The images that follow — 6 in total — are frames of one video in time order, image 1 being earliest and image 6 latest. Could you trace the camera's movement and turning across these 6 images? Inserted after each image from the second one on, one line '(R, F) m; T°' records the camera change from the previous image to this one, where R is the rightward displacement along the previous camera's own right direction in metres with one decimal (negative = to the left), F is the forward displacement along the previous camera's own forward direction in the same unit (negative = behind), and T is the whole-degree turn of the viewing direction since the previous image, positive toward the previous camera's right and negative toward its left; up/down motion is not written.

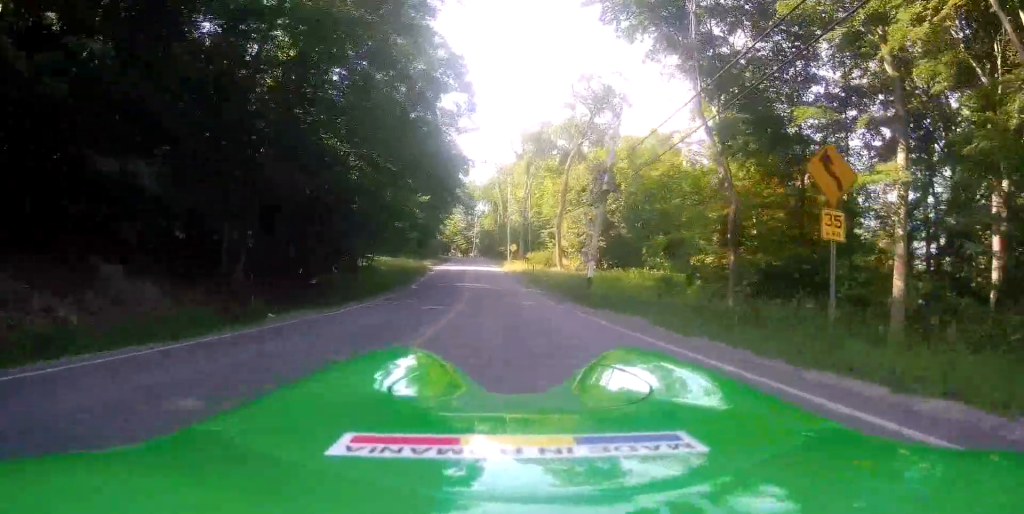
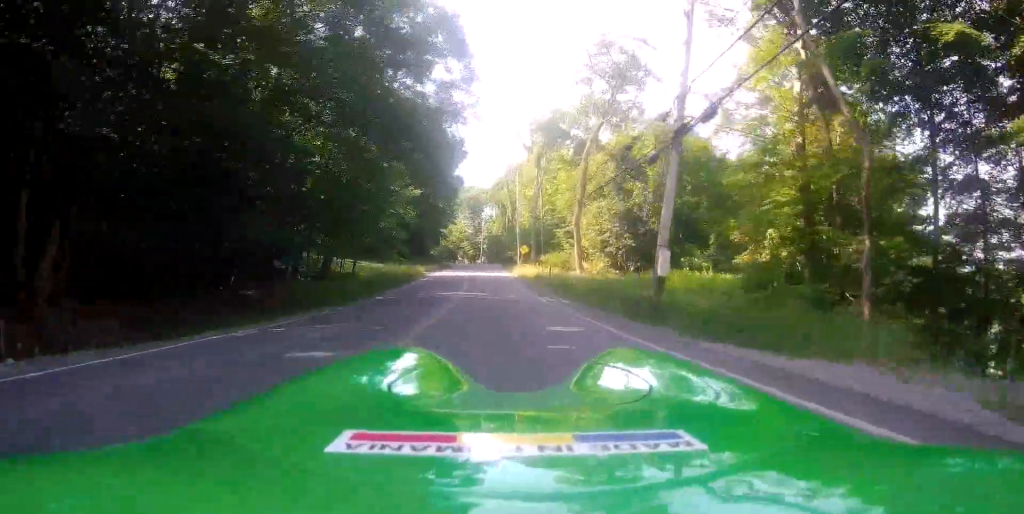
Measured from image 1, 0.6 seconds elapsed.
(0.0, +10.3) m; 0°
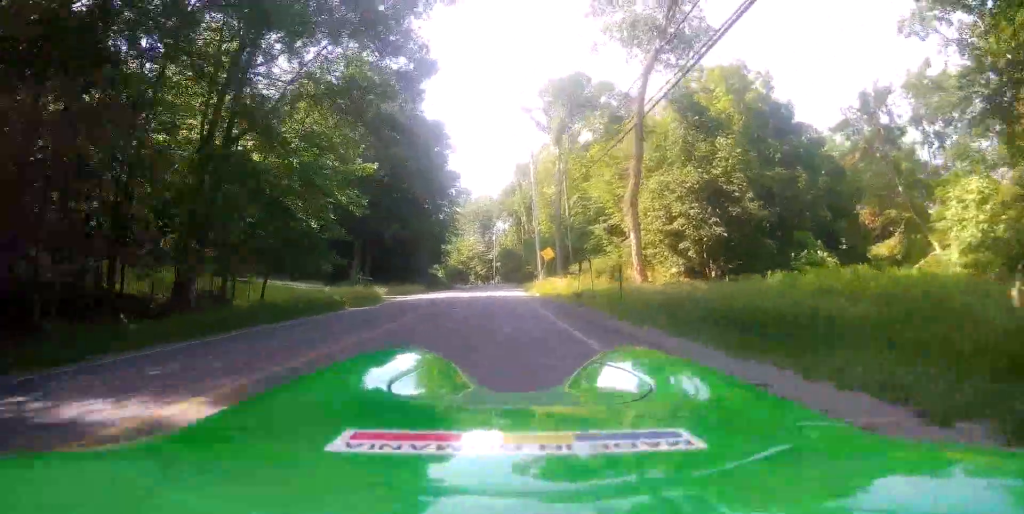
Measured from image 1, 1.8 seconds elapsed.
(0.0, +22.6) m; -1°
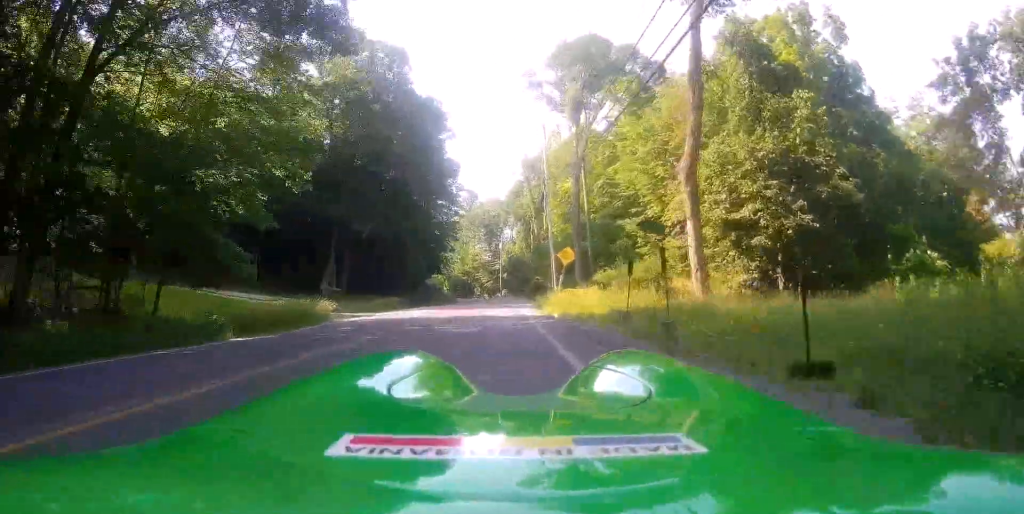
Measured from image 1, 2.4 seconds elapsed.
(+0.2, +10.8) m; -1°
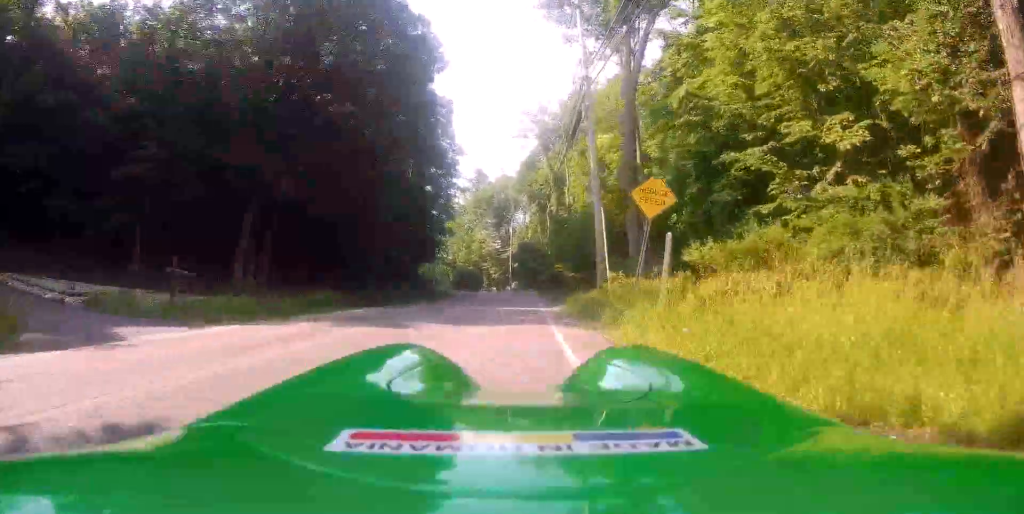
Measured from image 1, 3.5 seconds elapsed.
(-0.8, +20.2) m; -3°
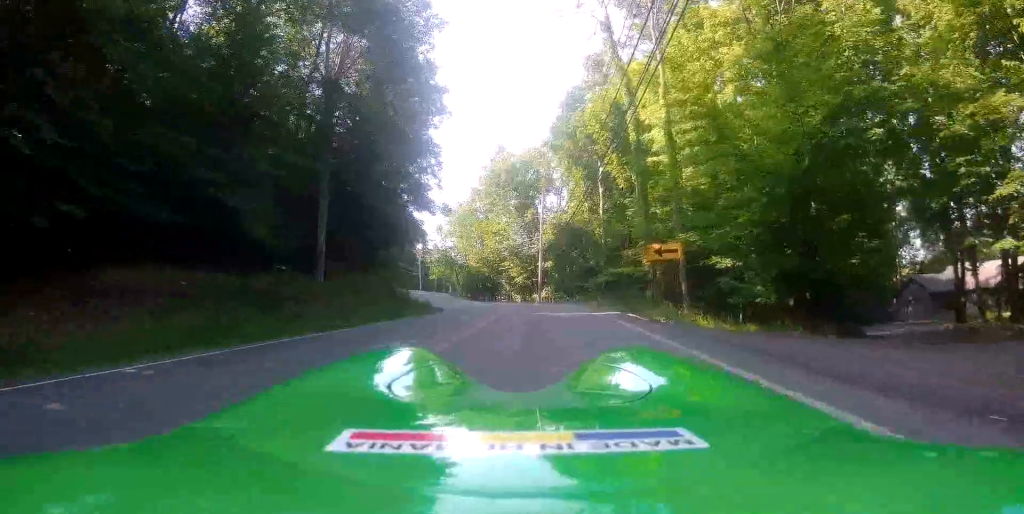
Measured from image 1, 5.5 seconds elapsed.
(-1.8, +44.5) m; -4°
